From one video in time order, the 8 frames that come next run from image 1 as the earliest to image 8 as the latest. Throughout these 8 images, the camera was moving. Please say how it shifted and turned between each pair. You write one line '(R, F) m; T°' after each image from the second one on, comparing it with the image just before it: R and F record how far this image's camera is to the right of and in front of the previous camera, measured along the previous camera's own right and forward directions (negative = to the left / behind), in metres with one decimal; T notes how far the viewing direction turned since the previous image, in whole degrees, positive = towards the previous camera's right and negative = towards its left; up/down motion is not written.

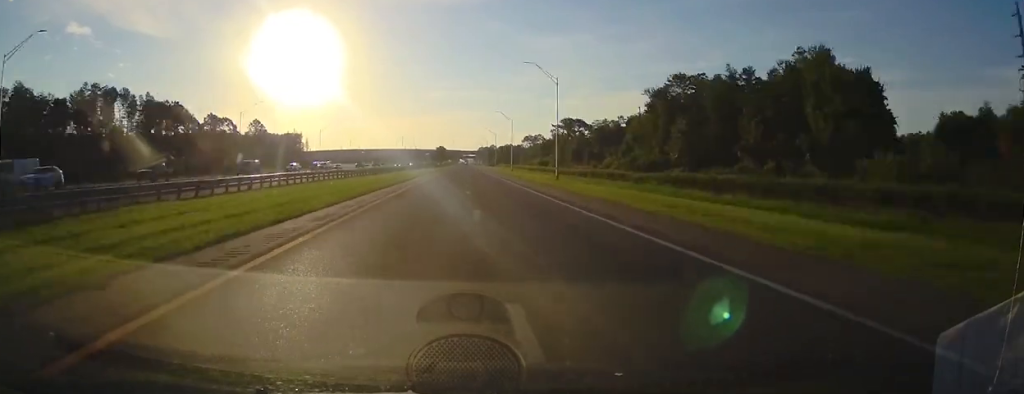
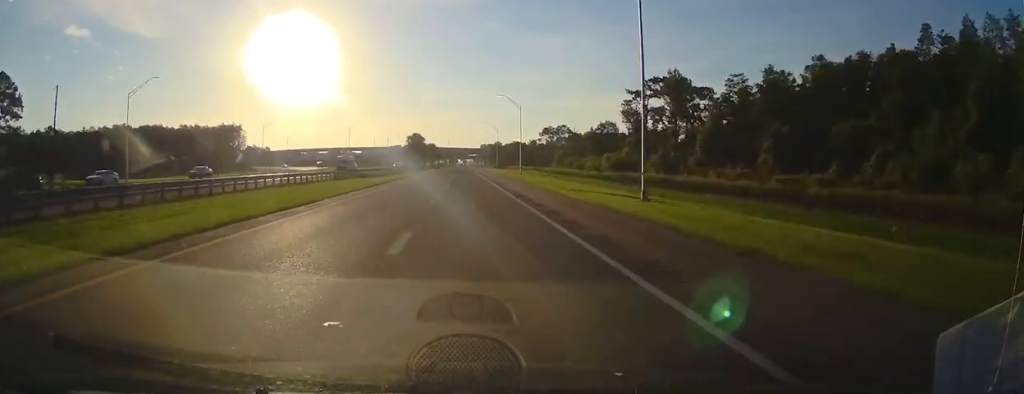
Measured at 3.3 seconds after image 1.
(+0.4, +91.3) m; 0°
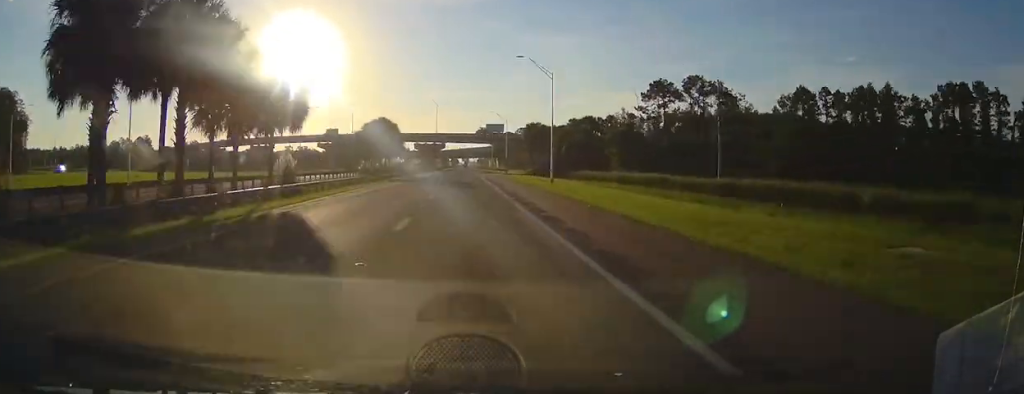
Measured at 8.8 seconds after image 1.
(-1.4, +131.1) m; -1°
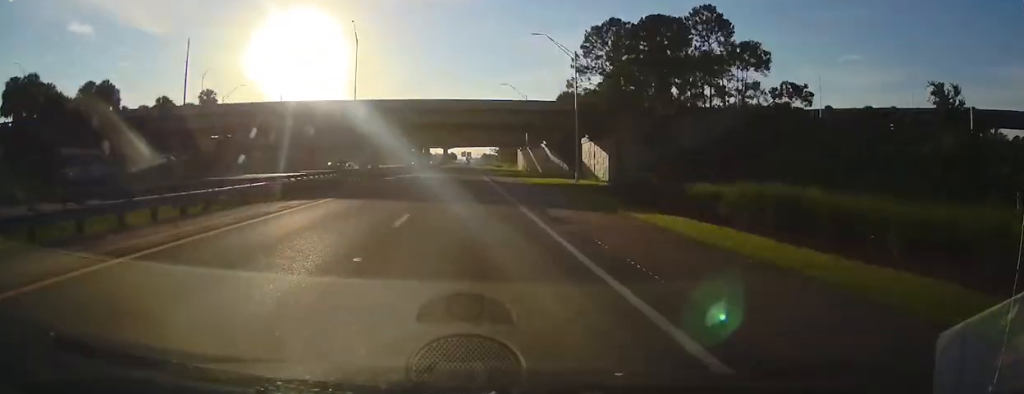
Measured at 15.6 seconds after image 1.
(+1.5, +210.0) m; +1°
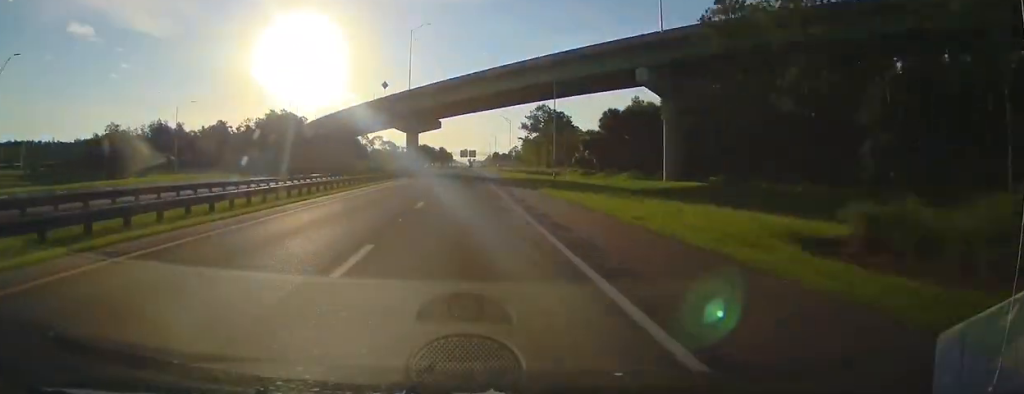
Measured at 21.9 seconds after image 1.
(-0.8, +257.0) m; 0°
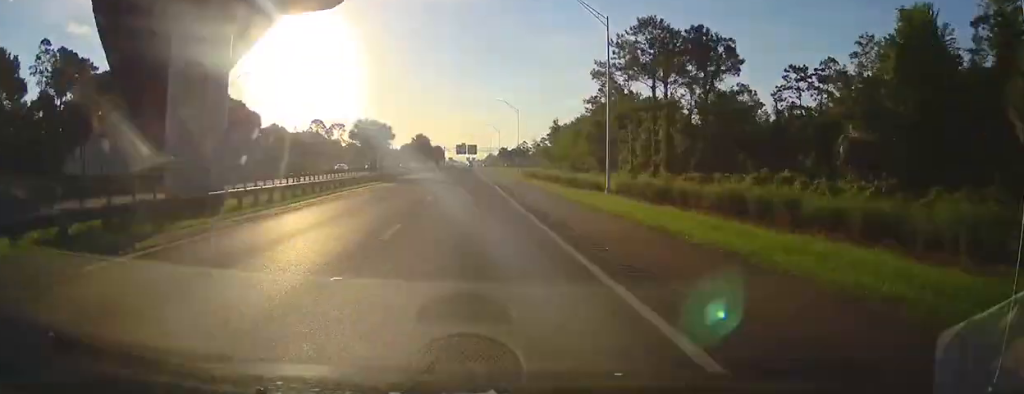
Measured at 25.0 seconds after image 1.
(+0.2, +99.2) m; 0°
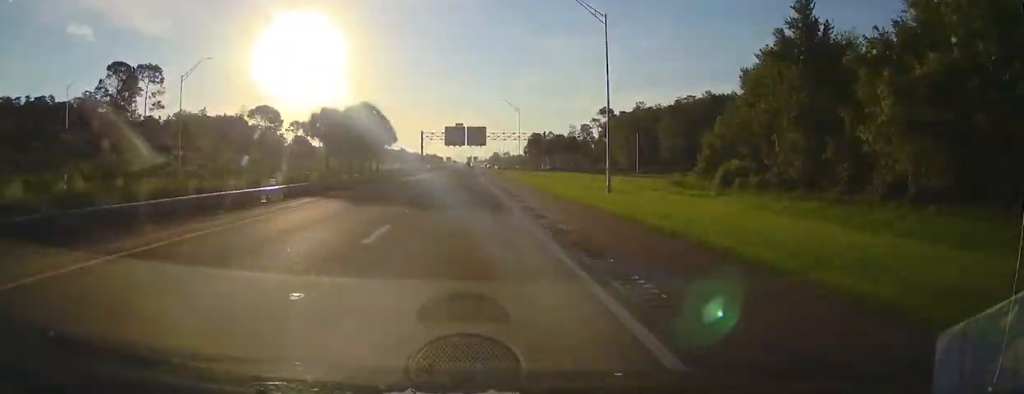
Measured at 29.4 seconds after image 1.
(+0.1, +135.3) m; 0°
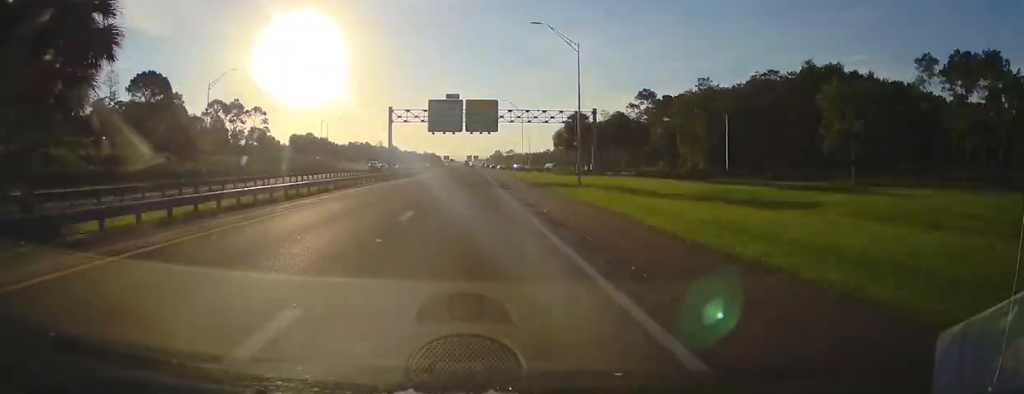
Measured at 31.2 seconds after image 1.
(-0.5, +55.8) m; 0°
